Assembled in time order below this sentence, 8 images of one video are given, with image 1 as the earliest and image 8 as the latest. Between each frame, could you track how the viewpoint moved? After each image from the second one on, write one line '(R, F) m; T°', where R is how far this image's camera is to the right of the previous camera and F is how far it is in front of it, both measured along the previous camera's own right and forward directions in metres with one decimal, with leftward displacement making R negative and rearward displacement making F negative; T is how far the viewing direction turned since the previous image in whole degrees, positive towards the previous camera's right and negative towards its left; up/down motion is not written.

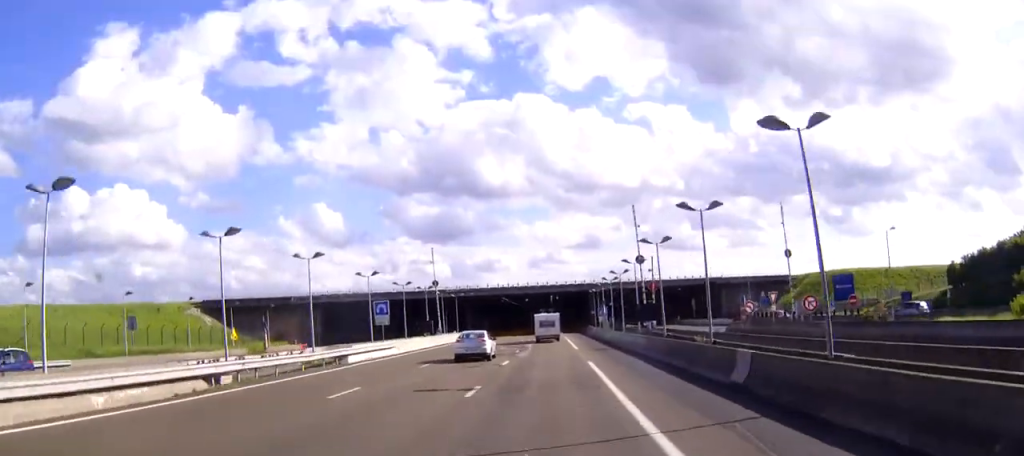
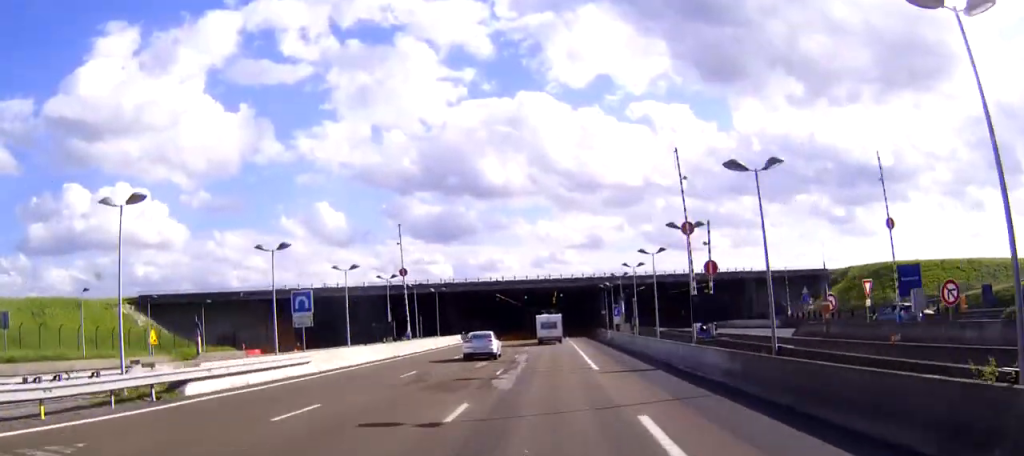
(0.0, +18.1) m; 0°
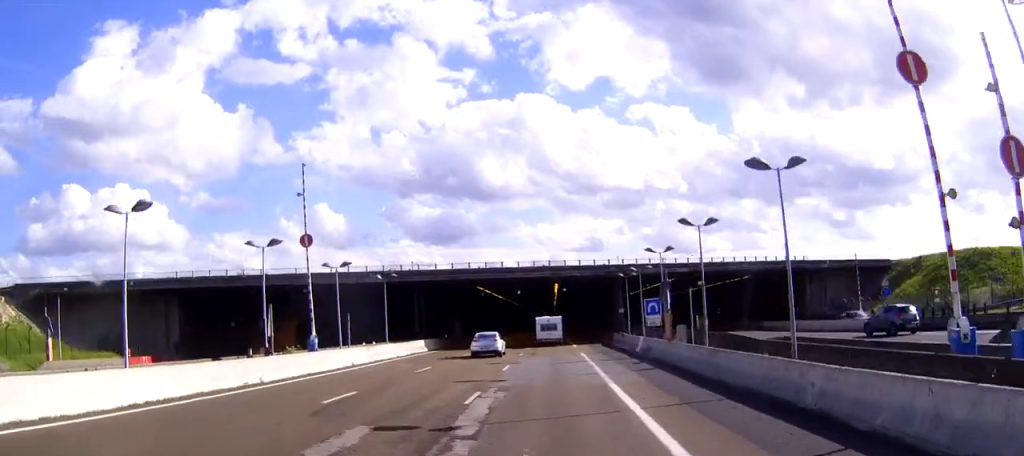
(+0.2, +23.7) m; 0°
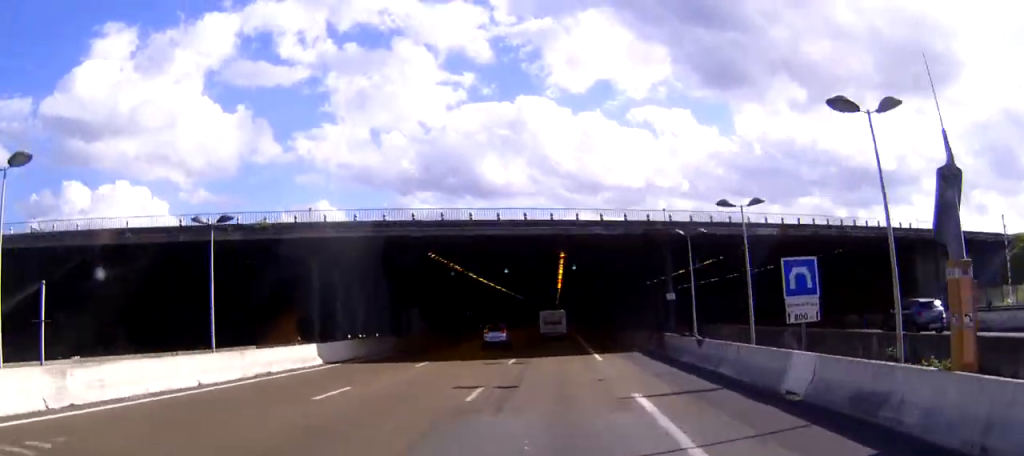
(-0.3, +27.7) m; -1°
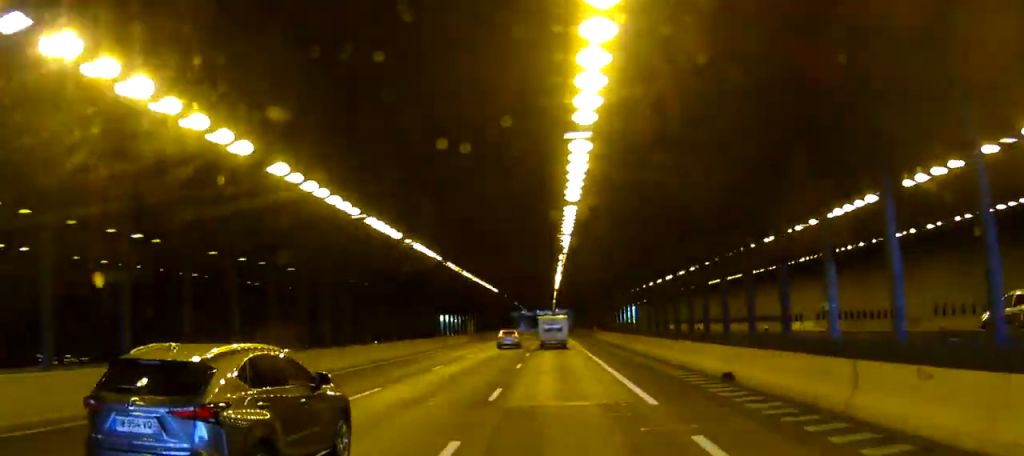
(+1.3, +58.2) m; +3°
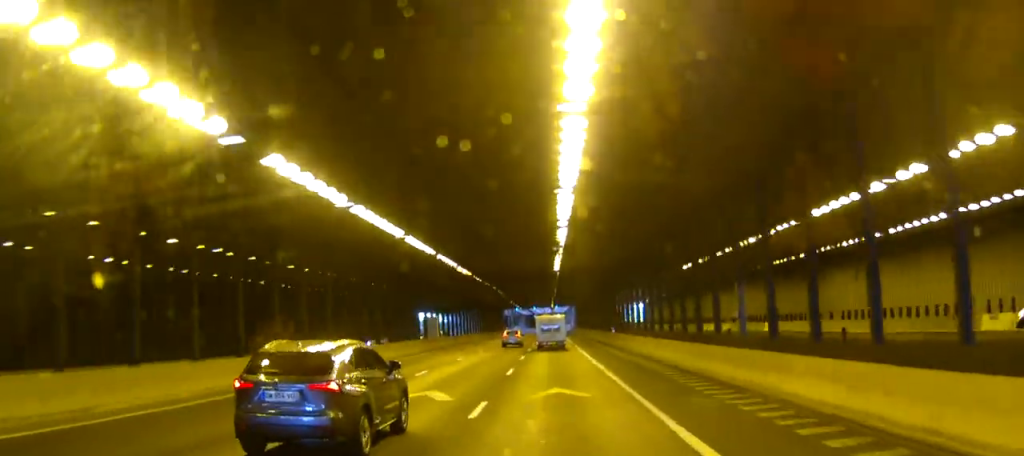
(+0.3, +28.3) m; 0°
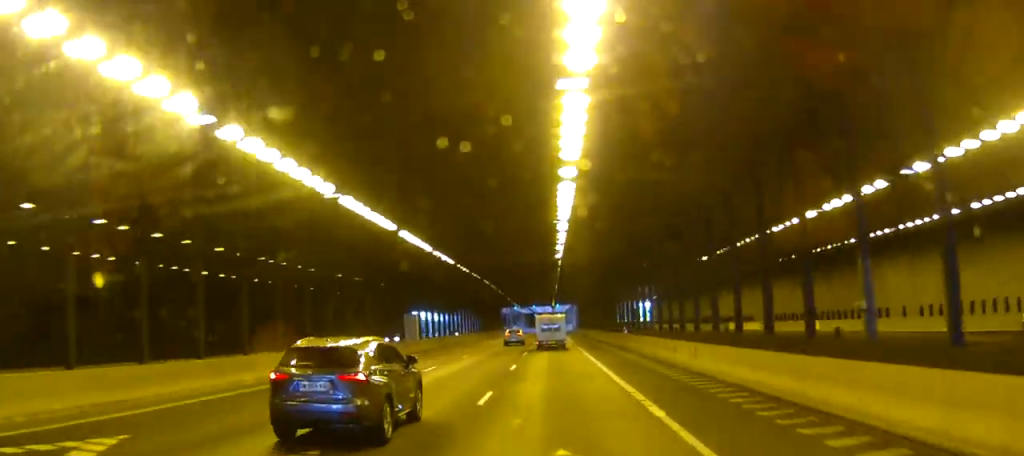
(-0.2, +10.4) m; 0°
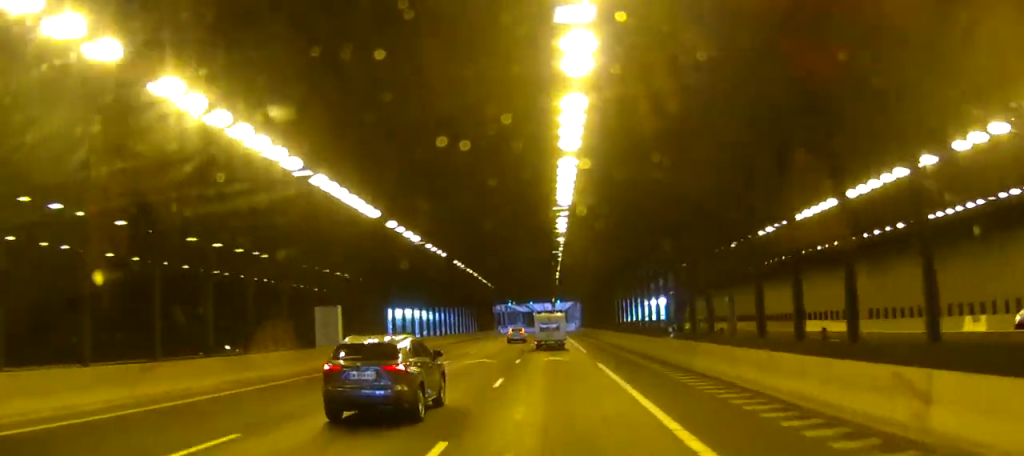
(+0.2, +19.8) m; 0°
